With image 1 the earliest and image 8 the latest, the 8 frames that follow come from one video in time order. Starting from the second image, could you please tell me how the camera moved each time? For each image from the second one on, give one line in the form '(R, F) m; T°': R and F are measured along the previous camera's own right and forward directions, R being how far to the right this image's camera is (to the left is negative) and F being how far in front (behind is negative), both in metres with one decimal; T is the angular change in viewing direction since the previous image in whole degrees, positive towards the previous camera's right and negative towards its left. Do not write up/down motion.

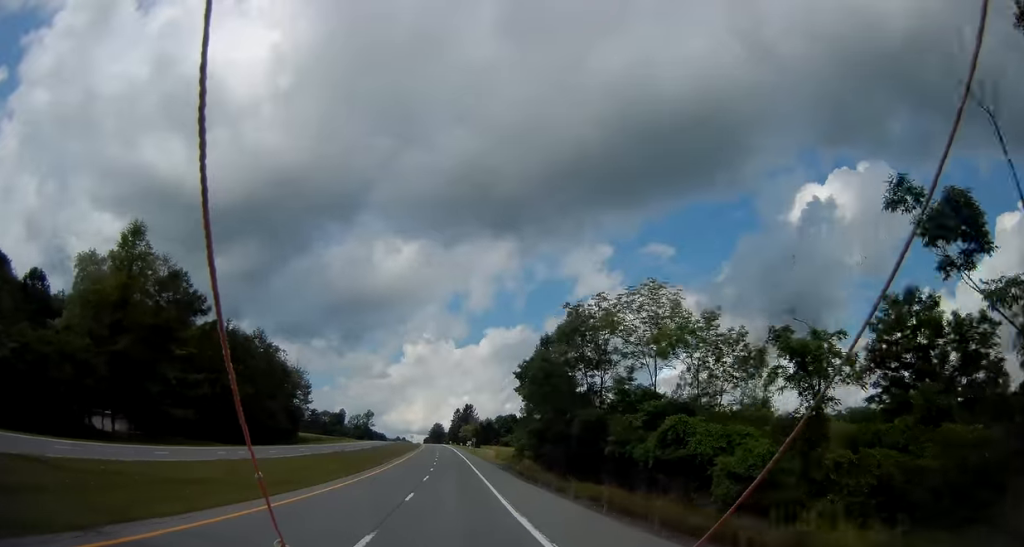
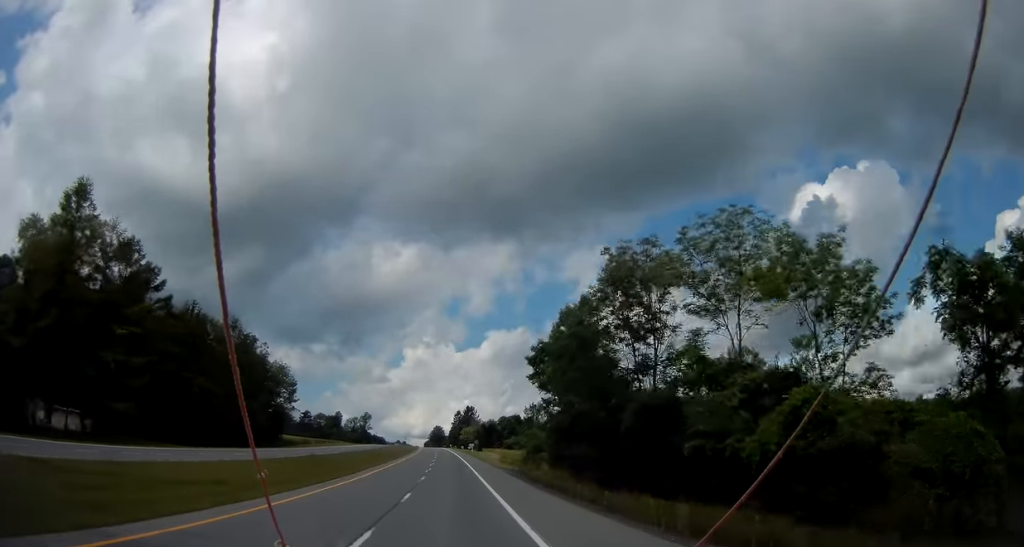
(+0.1, +11.8) m; 0°
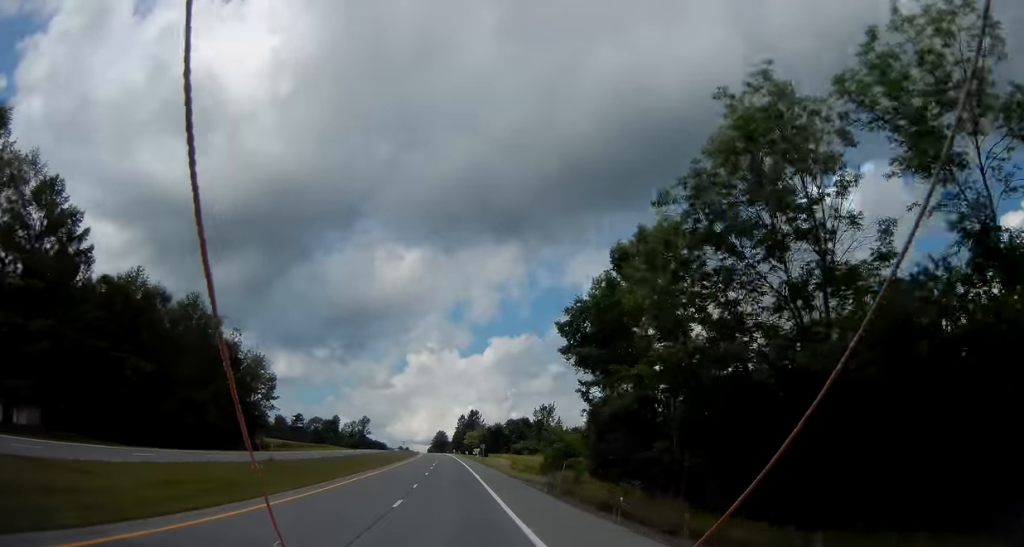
(0.0, +15.5) m; 0°
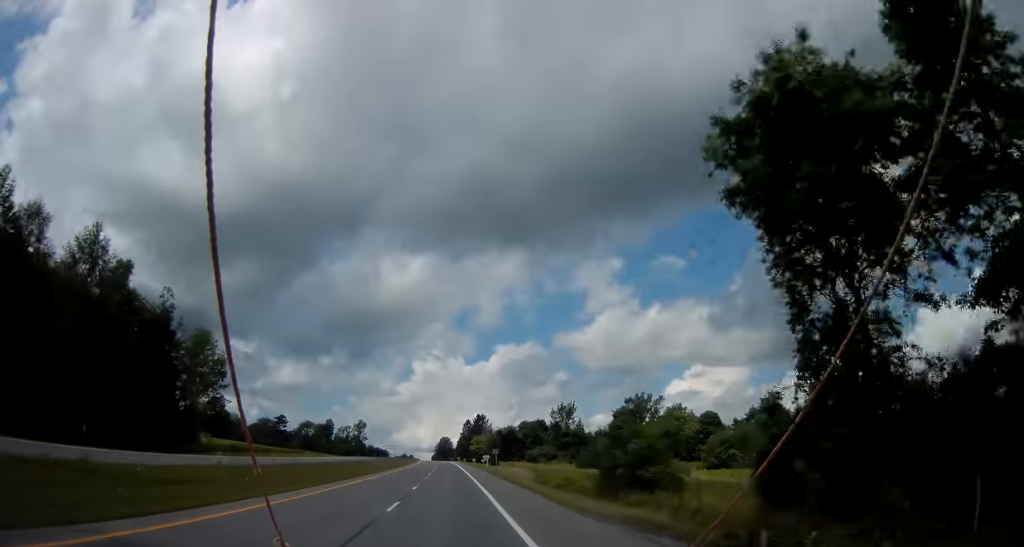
(-0.2, +25.6) m; -1°
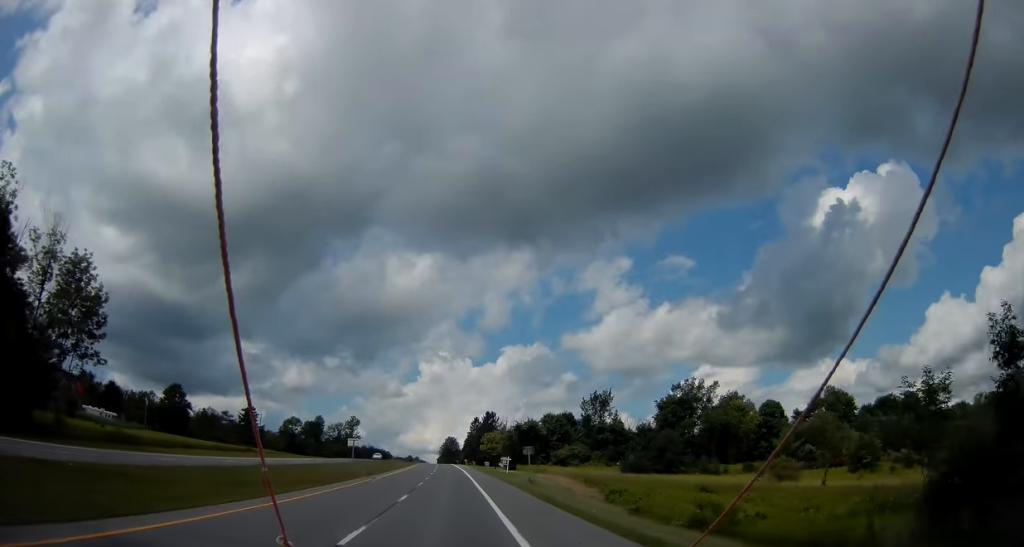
(-0.3, +35.4) m; 0°
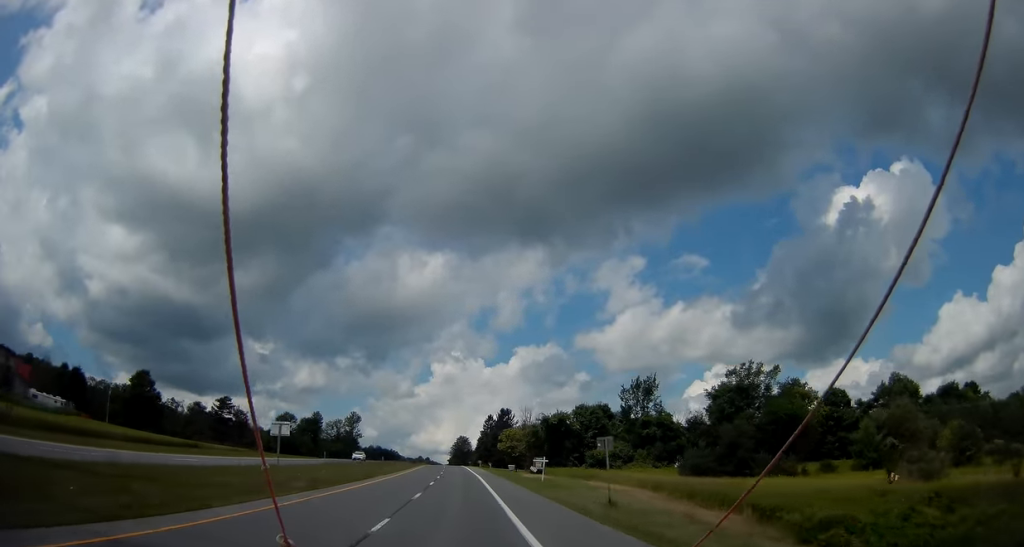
(0.0, +23.4) m; 0°
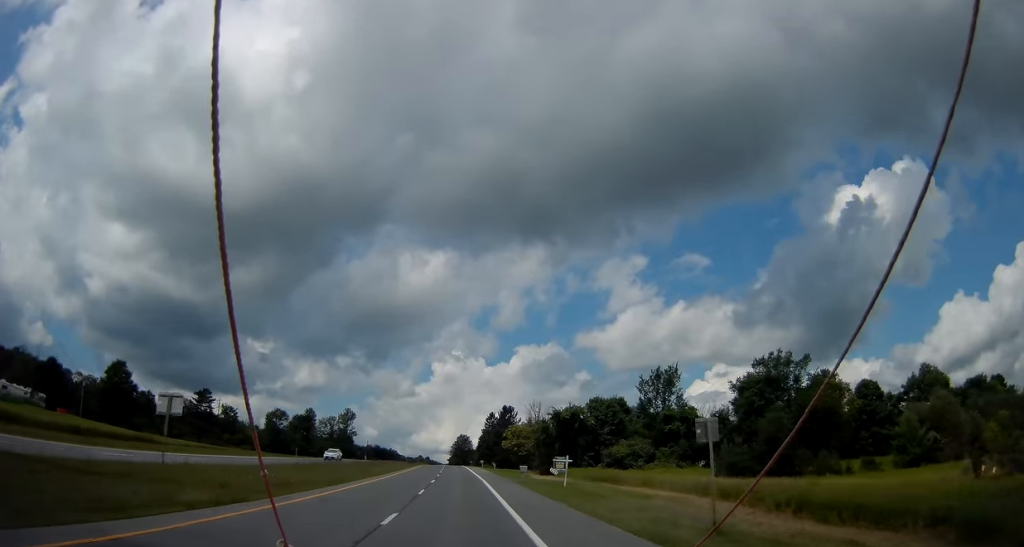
(0.0, +10.6) m; 0°
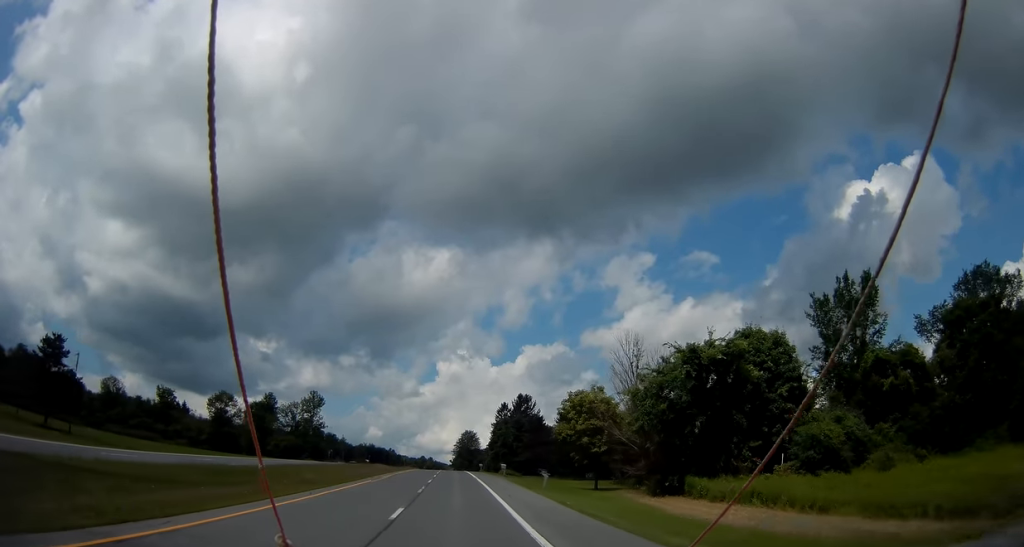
(-0.8, +41.8) m; -2°
